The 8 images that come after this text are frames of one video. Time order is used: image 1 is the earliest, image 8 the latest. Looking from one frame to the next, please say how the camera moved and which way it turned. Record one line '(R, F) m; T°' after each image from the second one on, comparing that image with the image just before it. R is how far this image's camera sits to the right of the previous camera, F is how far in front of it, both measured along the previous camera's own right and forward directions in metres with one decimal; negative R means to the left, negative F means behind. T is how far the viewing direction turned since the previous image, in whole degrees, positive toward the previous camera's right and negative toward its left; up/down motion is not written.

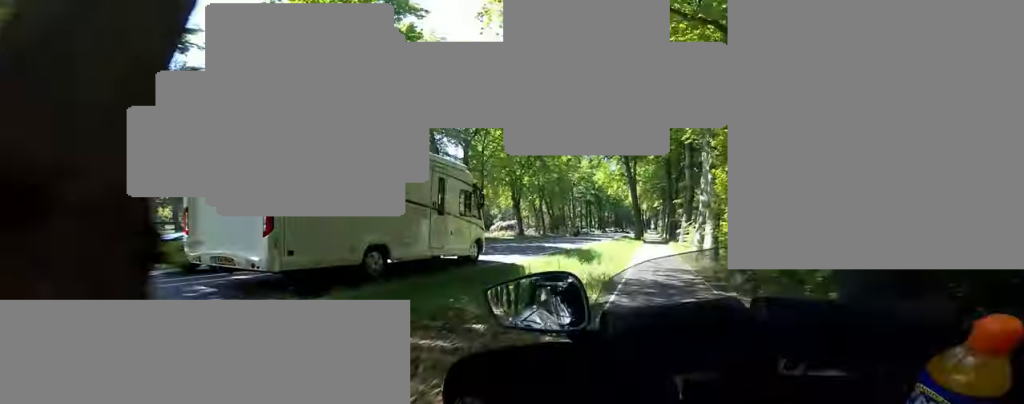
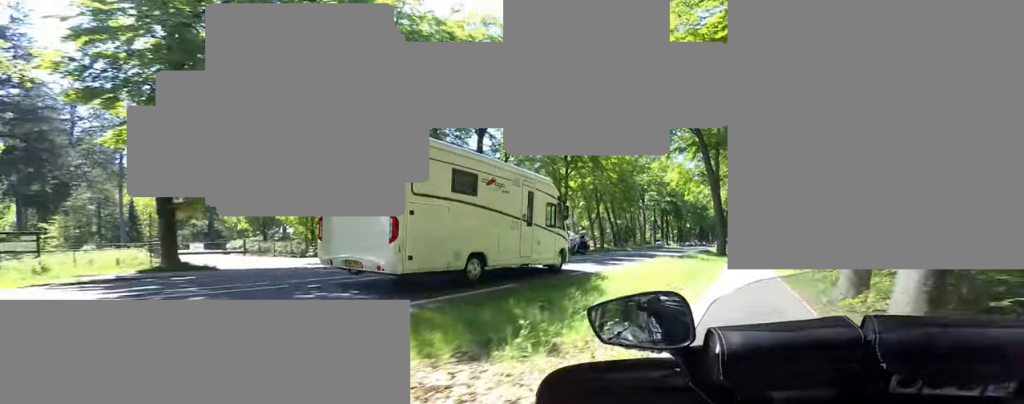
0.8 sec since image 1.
(+0.6, +10.3) m; +3°
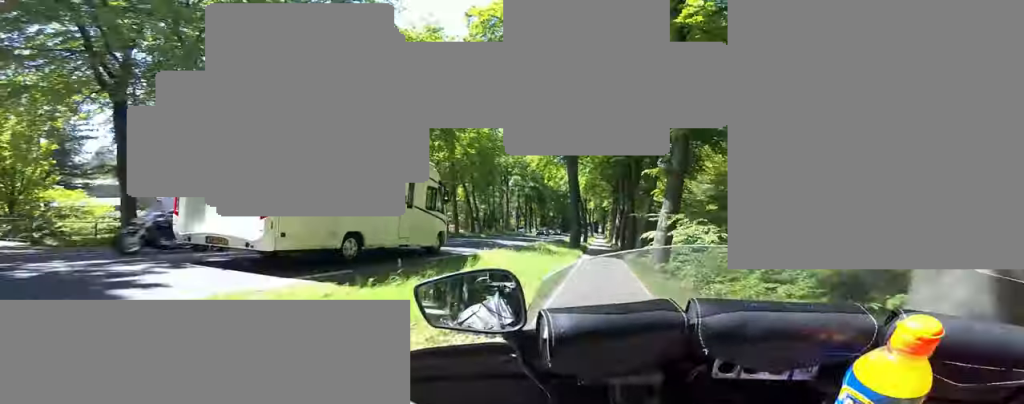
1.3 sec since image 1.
(+0.1, +7.2) m; 0°
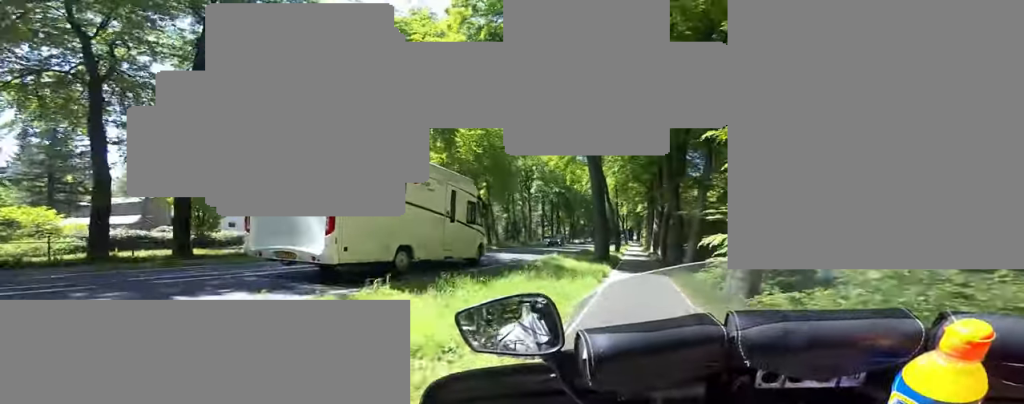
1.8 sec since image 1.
(+0.1, +6.1) m; -2°
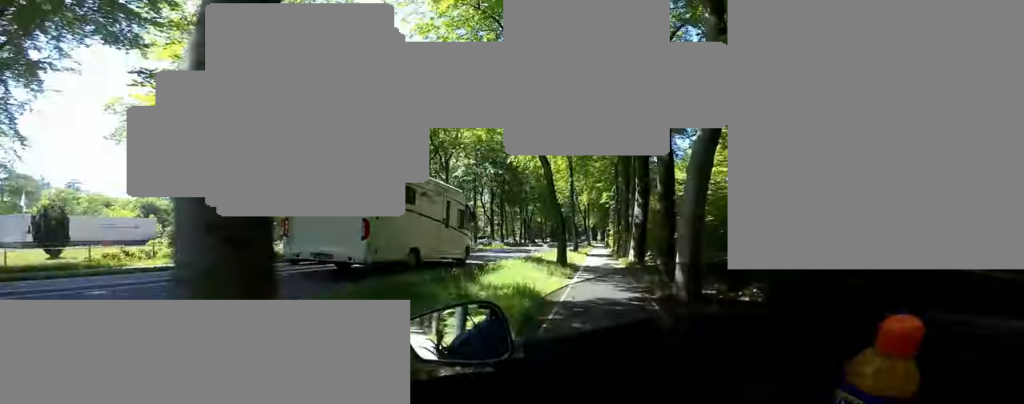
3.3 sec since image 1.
(-0.7, +21.0) m; 0°
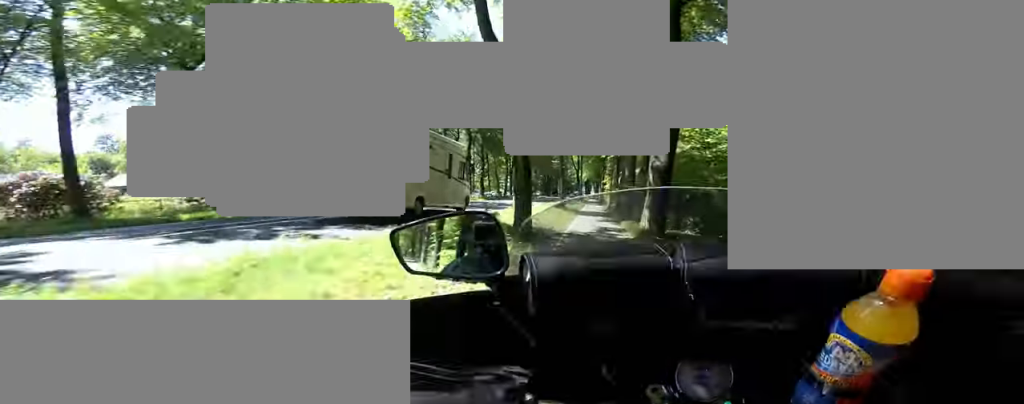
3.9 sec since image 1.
(+0.3, +8.1) m; +2°
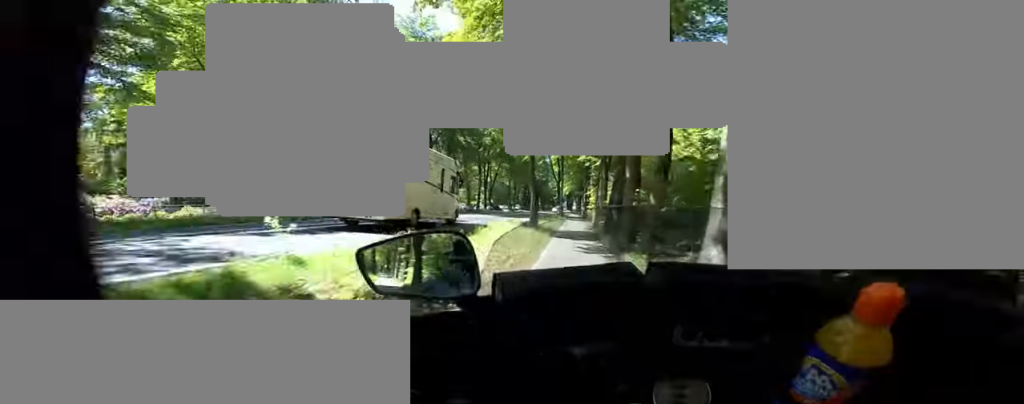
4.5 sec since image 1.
(+0.1, +8.3) m; -1°
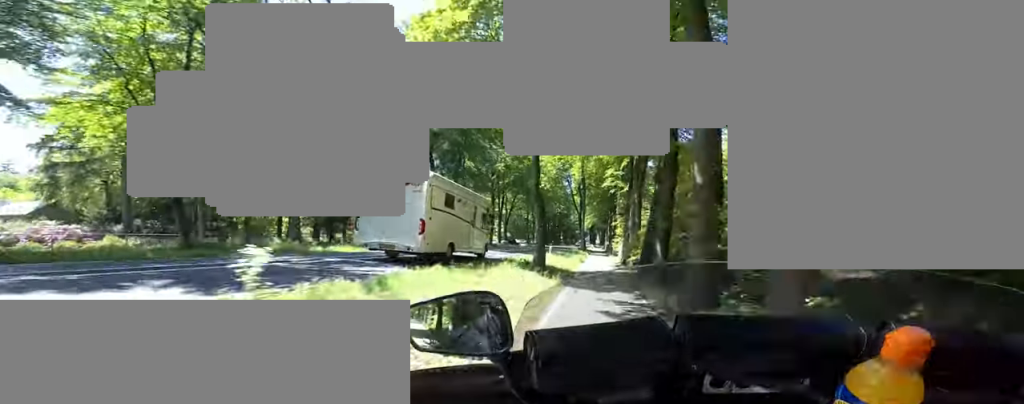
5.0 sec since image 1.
(+0.1, +6.6) m; -1°
